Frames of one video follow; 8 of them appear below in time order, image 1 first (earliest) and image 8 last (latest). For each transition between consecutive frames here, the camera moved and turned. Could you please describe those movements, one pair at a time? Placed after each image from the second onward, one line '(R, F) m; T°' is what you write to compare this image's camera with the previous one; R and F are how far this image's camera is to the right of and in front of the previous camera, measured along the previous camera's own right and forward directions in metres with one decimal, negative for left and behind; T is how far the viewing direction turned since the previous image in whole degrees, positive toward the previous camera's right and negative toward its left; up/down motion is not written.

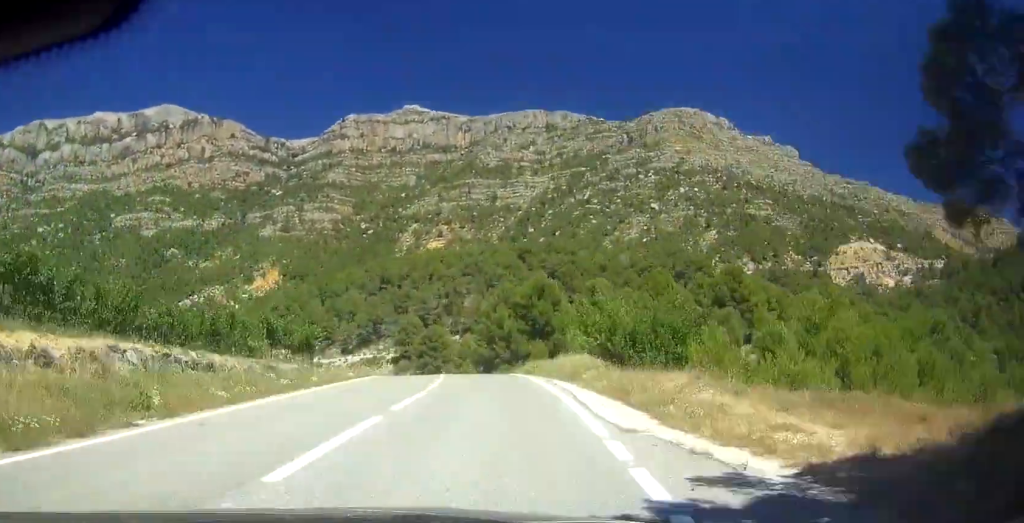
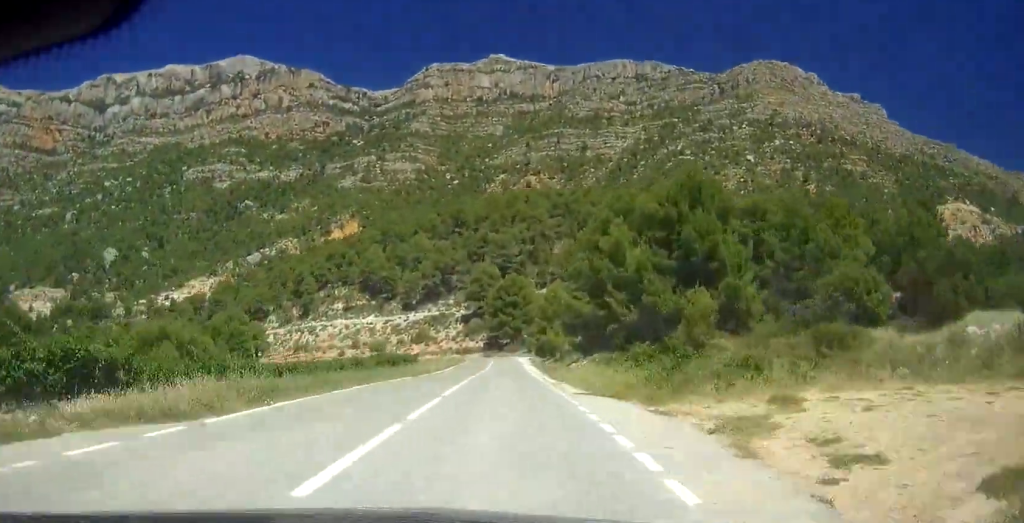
(+0.2, +42.4) m; -2°
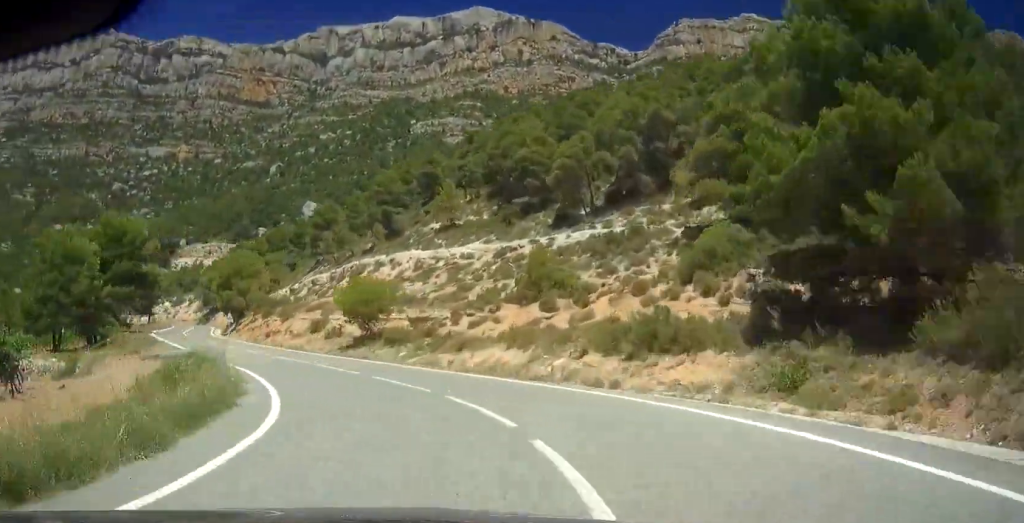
(-16.3, +112.2) m; -30°
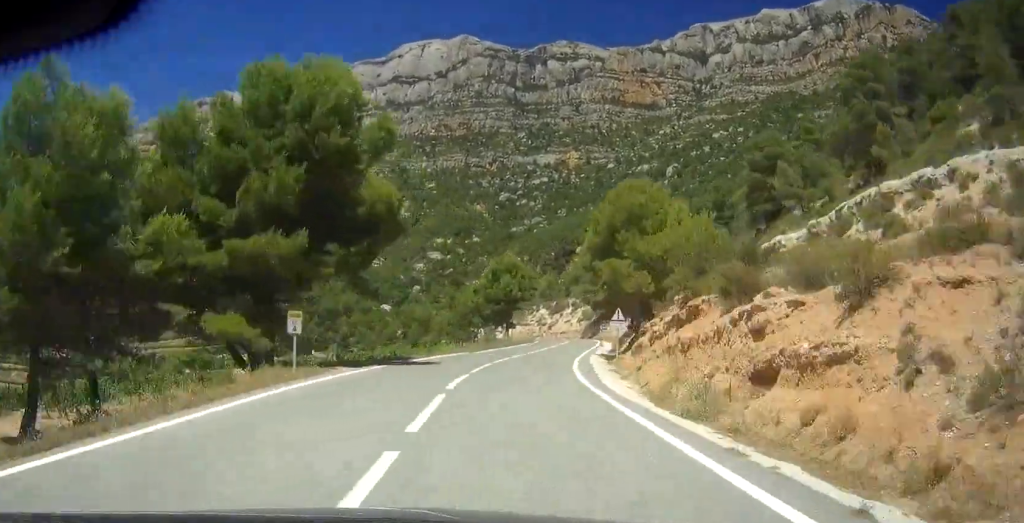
(-12.2, +44.5) m; -13°
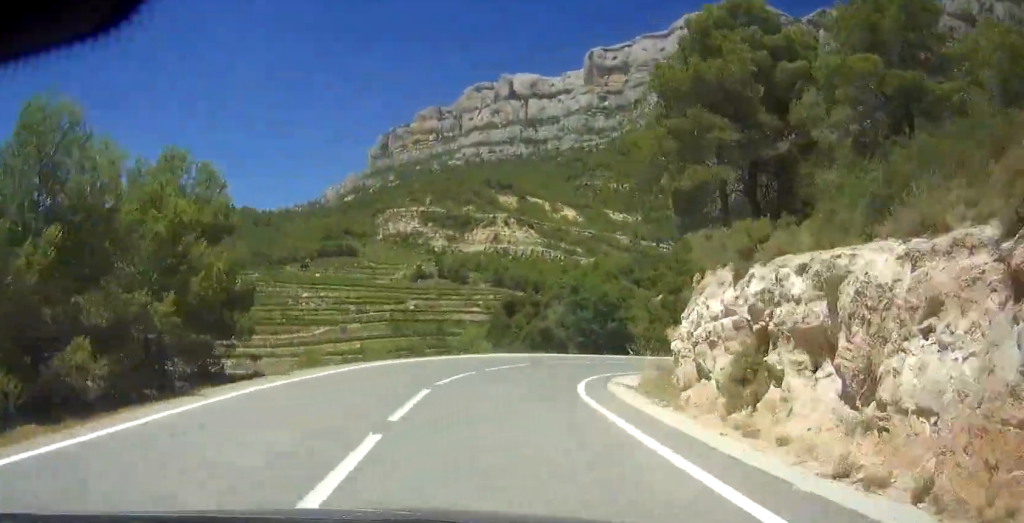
(-20.4, +111.8) m; -10°
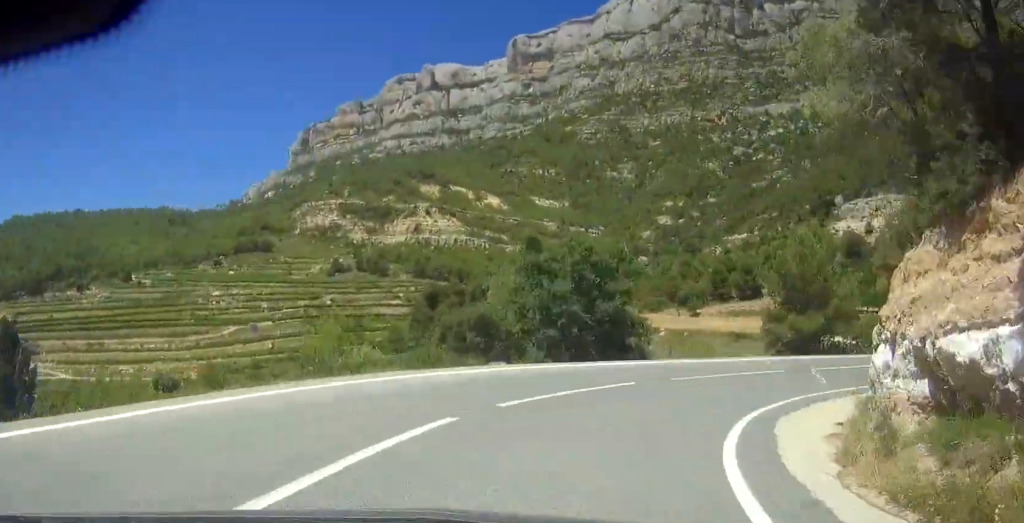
(+3.1, +19.8) m; +17°
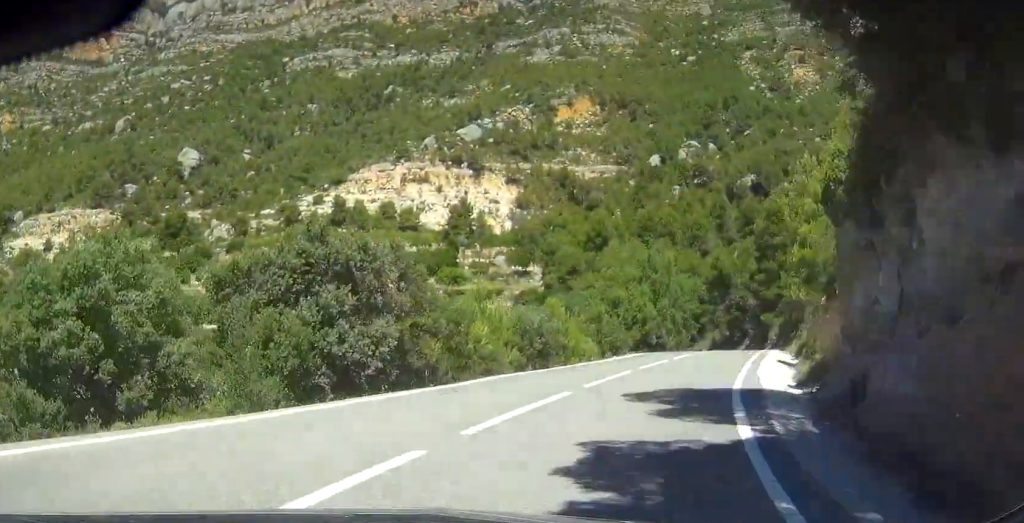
(+2.7, +28.0) m; +29°
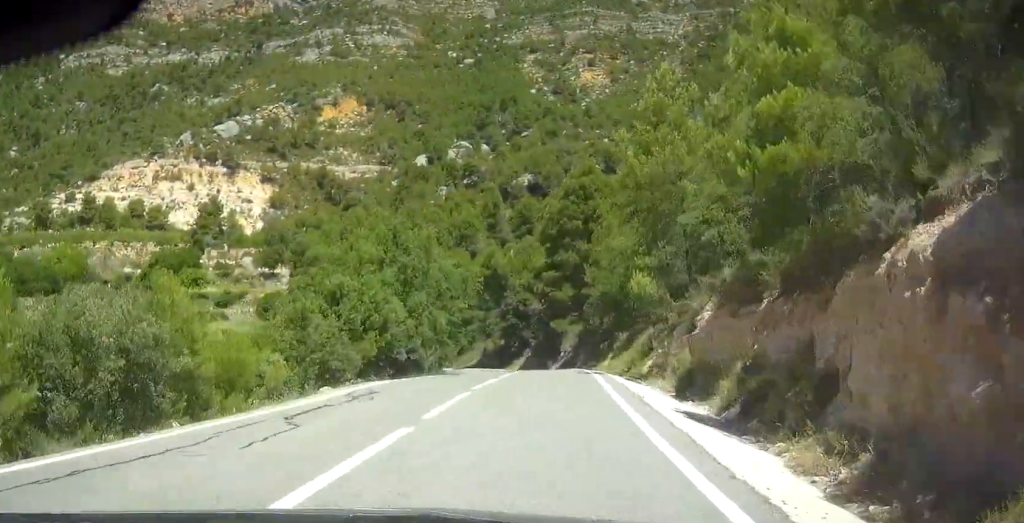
(+7.5, +16.6) m; +9°
